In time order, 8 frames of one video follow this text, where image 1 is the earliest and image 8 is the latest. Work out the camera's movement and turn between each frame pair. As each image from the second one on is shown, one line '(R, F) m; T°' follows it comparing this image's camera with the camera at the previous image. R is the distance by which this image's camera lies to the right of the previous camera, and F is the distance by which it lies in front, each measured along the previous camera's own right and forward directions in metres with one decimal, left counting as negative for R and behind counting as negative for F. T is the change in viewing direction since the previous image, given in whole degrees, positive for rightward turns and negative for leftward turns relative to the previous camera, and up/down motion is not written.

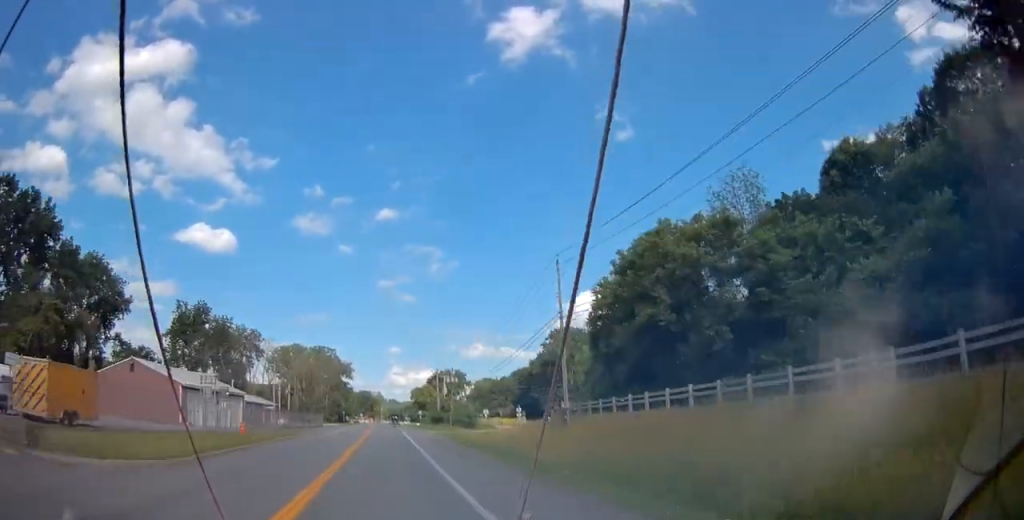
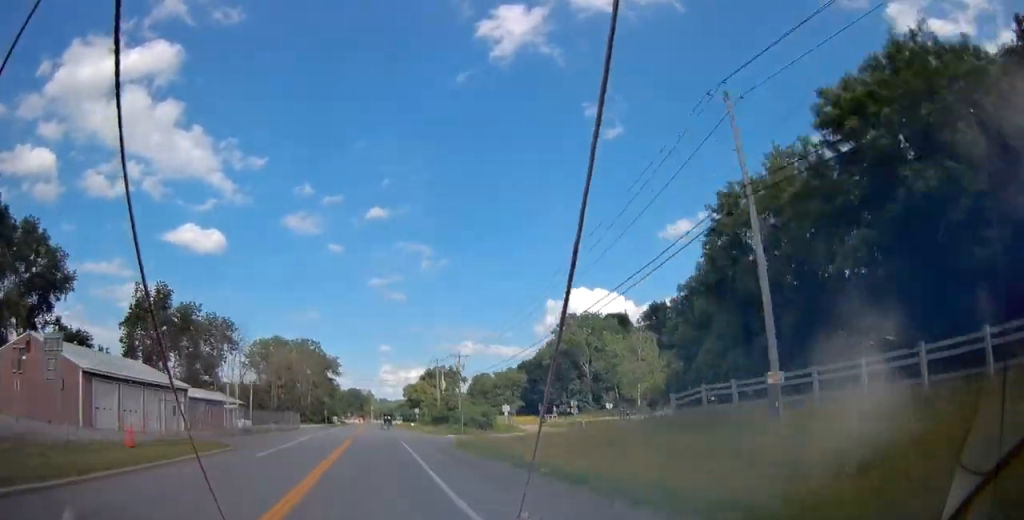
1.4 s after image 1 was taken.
(+0.1, +17.7) m; 0°
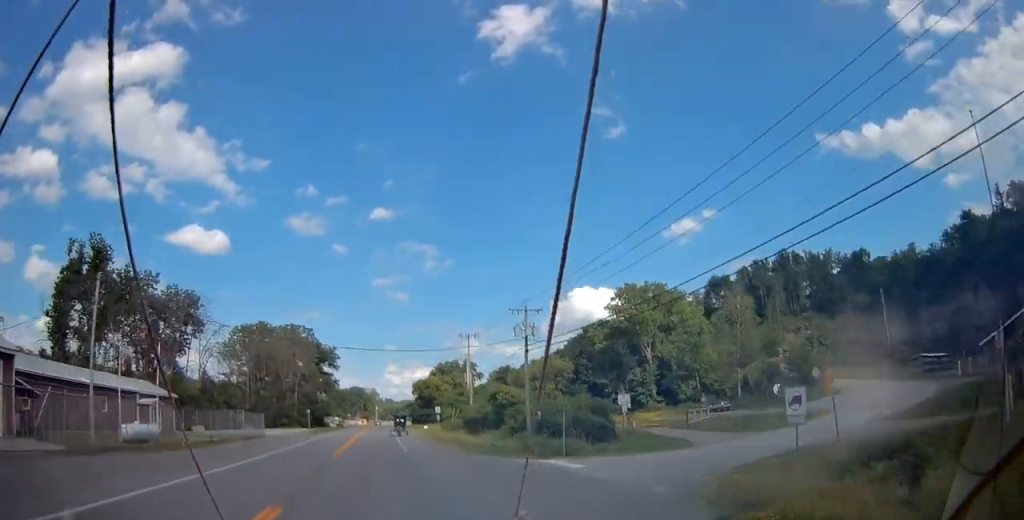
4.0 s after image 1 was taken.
(+0.3, +30.6) m; 0°
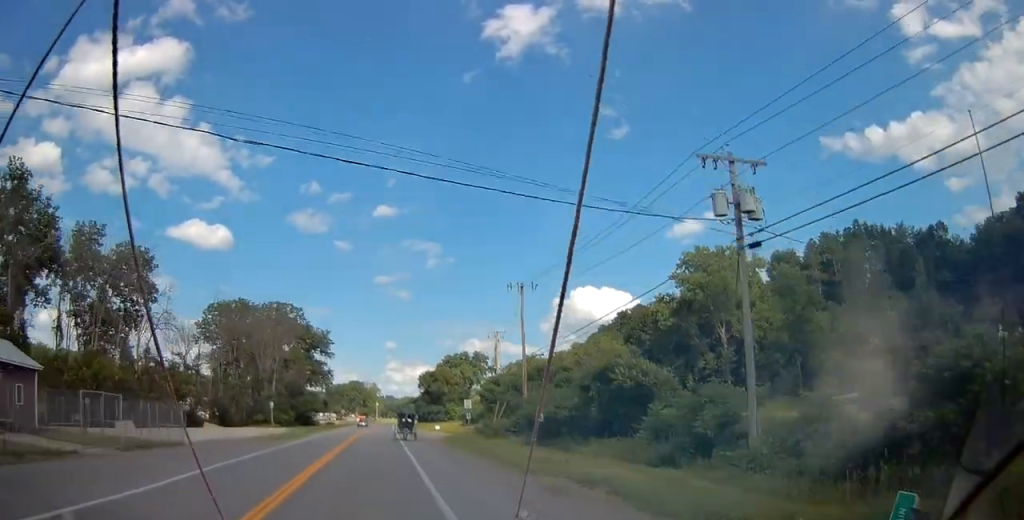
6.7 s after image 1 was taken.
(-0.2, +29.4) m; -1°
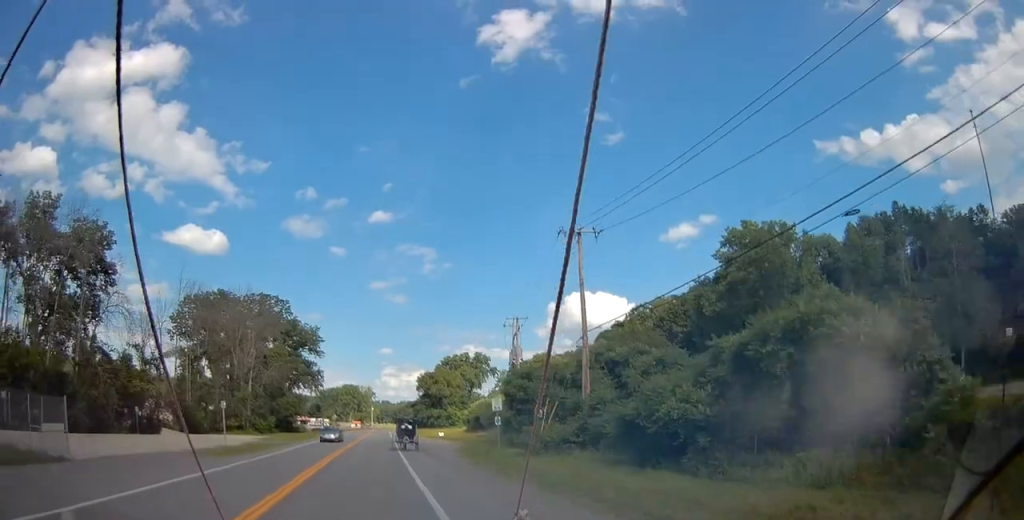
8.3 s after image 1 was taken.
(-0.2, +18.1) m; -1°
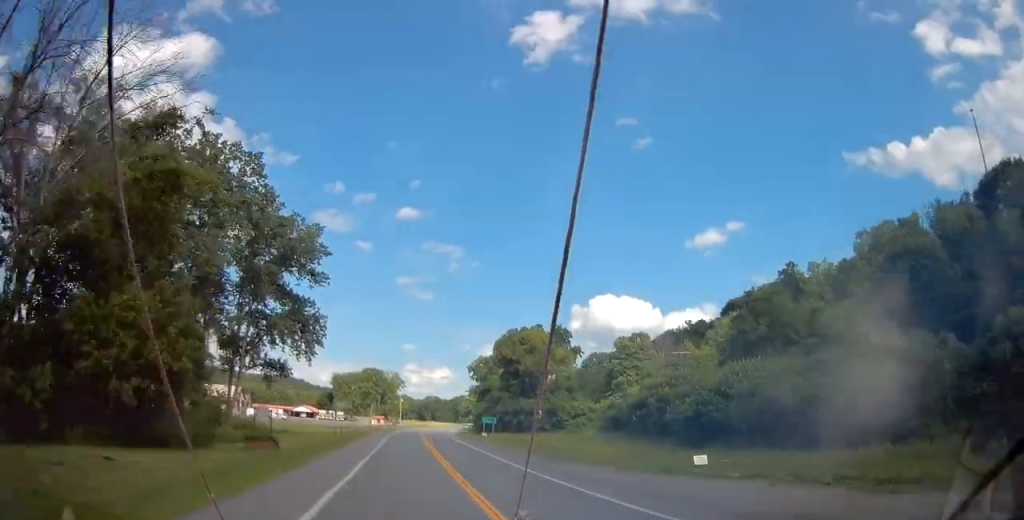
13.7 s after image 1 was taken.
(+0.4, +72.8) m; +4°
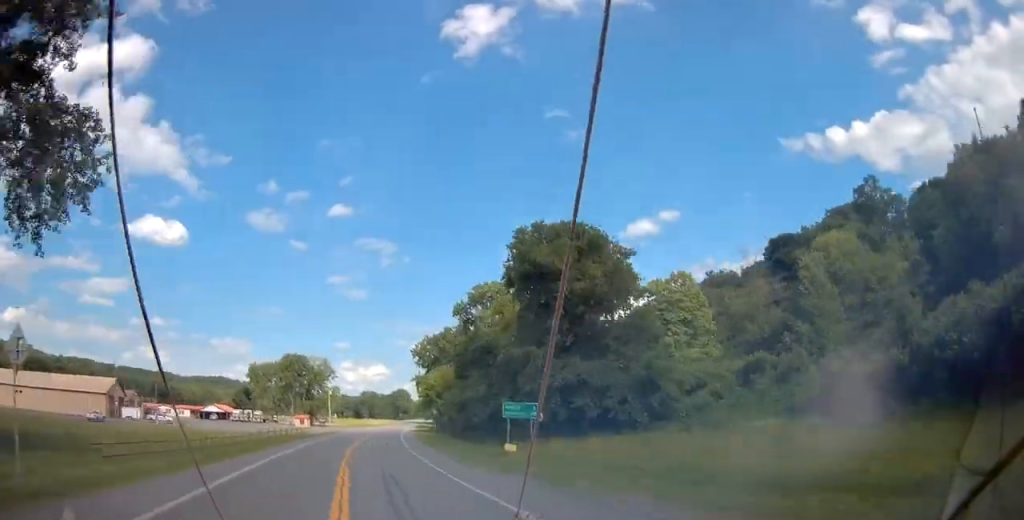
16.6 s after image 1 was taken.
(+1.9, +49.3) m; +2°
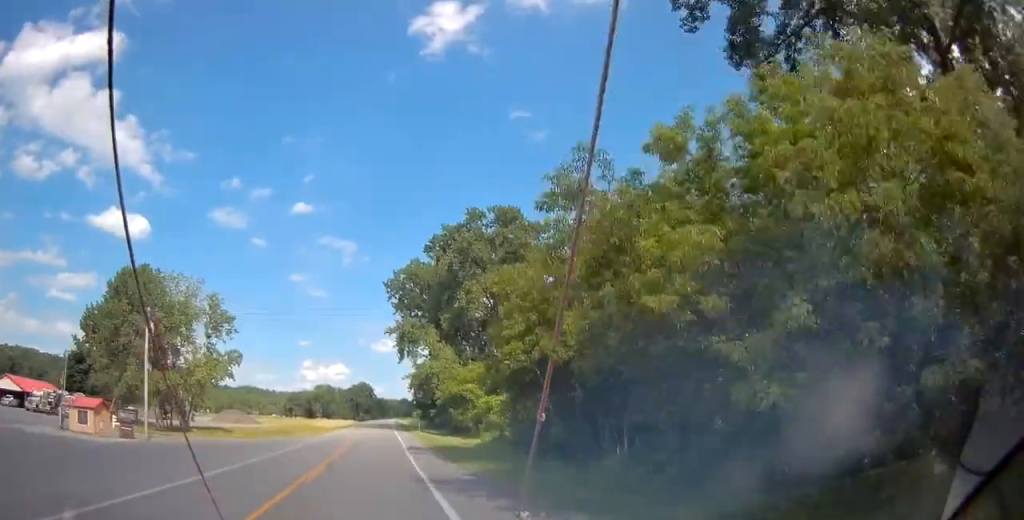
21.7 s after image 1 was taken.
(0.0, +101.5) m; +4°
